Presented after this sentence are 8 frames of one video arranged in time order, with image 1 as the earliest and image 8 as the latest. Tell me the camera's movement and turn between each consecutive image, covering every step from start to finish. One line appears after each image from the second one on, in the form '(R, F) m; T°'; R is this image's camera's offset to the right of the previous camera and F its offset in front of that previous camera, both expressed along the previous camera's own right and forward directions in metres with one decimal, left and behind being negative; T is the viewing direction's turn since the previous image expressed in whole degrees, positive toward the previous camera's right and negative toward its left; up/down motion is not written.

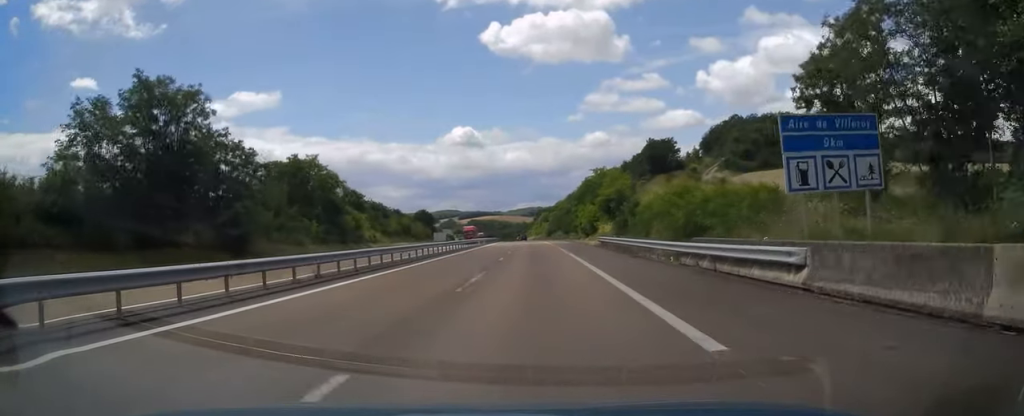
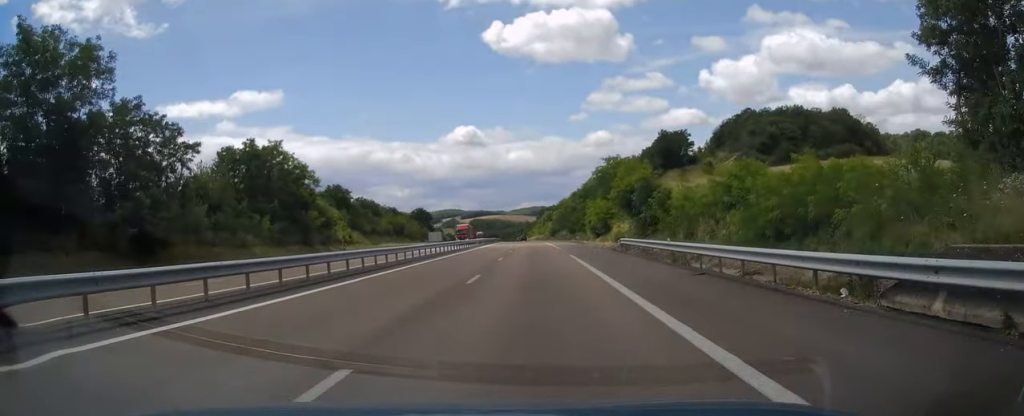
(0.0, +12.9) m; 0°
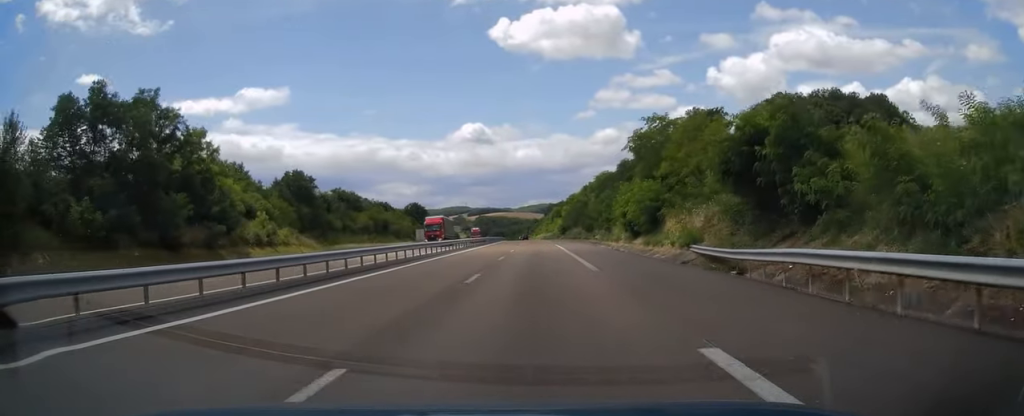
(-0.2, +26.4) m; 0°
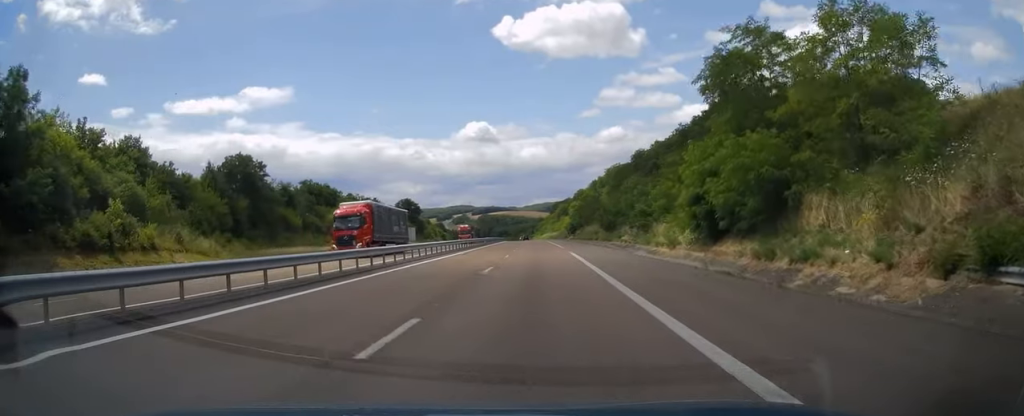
(-0.1, +22.9) m; 0°
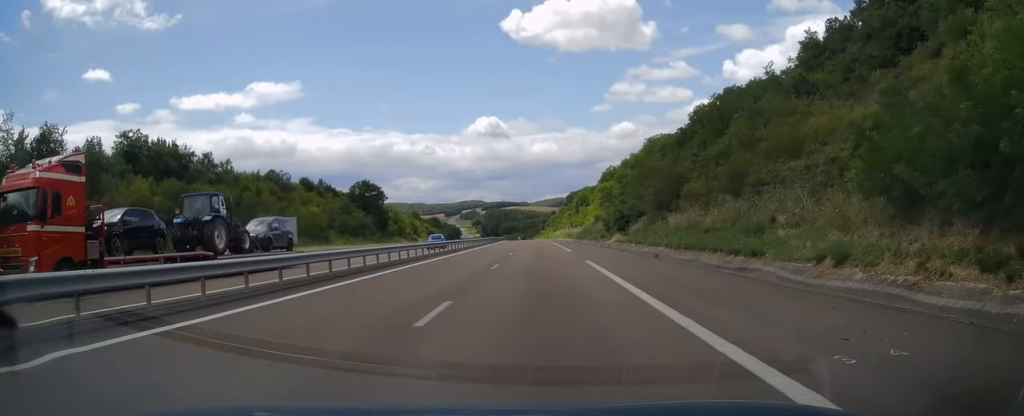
(-0.9, +64.2) m; -2°
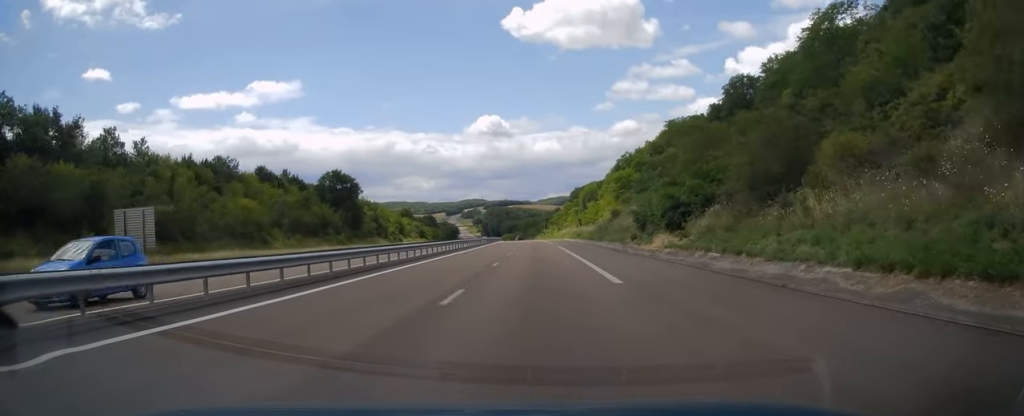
(-0.1, +24.4) m; 0°
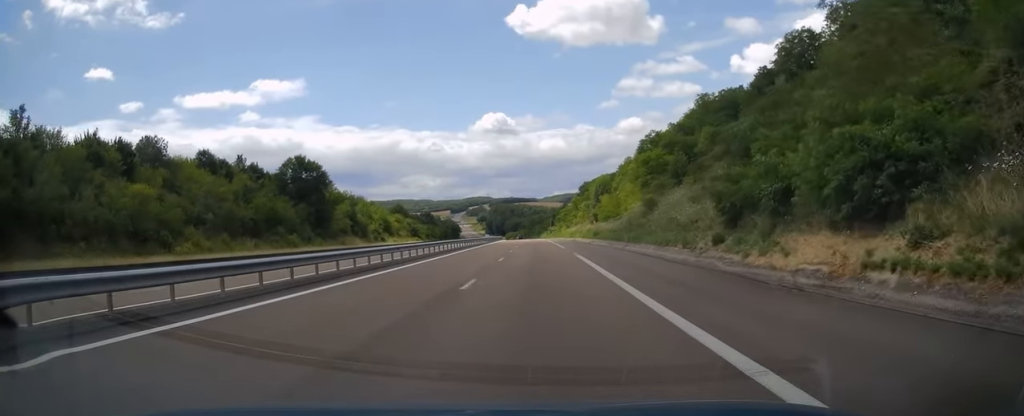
(-0.2, +24.1) m; 0°
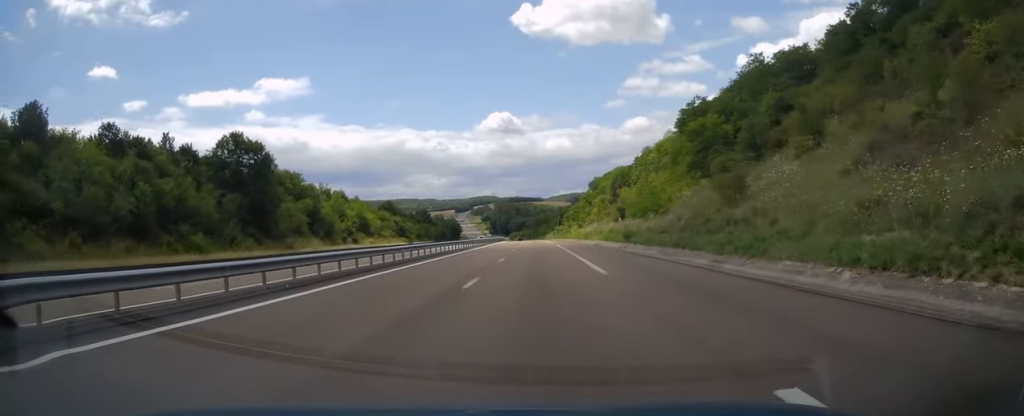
(+0.1, +27.2) m; 0°
